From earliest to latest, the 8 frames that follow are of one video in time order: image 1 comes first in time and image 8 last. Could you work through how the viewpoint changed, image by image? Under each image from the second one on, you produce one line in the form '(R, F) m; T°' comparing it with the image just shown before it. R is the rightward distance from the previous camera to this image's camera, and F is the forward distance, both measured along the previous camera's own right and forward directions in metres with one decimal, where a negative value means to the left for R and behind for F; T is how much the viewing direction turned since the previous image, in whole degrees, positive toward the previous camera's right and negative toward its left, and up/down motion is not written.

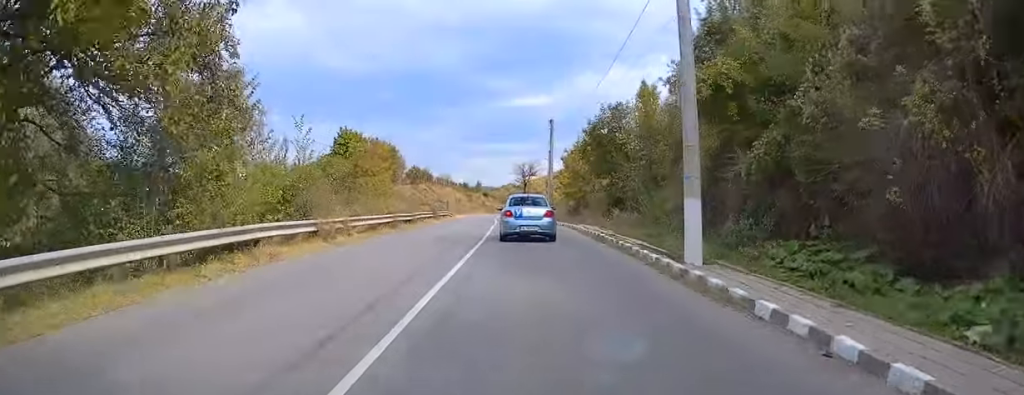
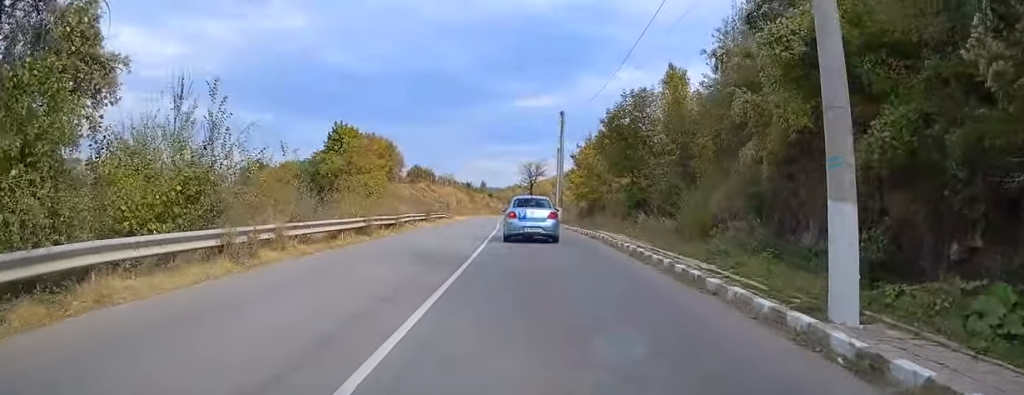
(-0.1, +6.2) m; -1°
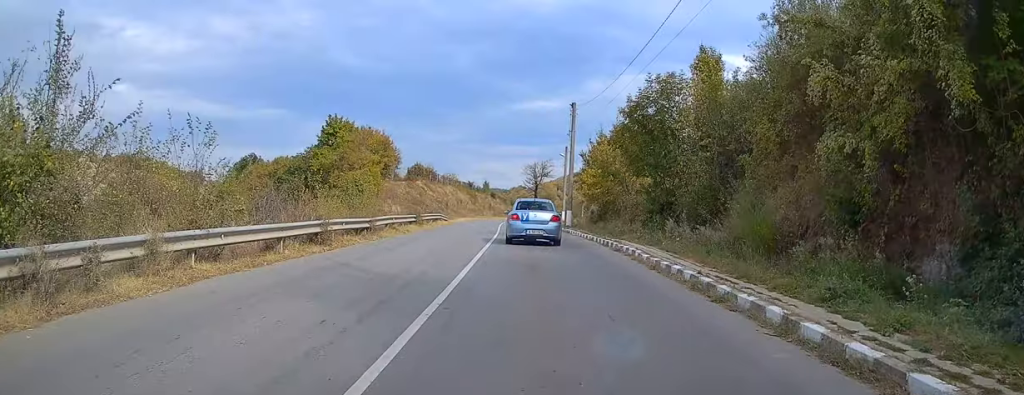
(-0.2, +5.5) m; -1°
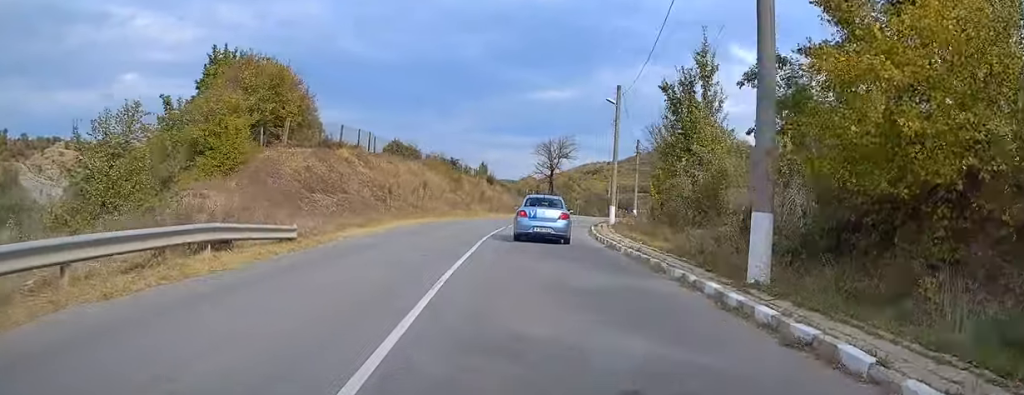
(+0.3, +35.3) m; +2°
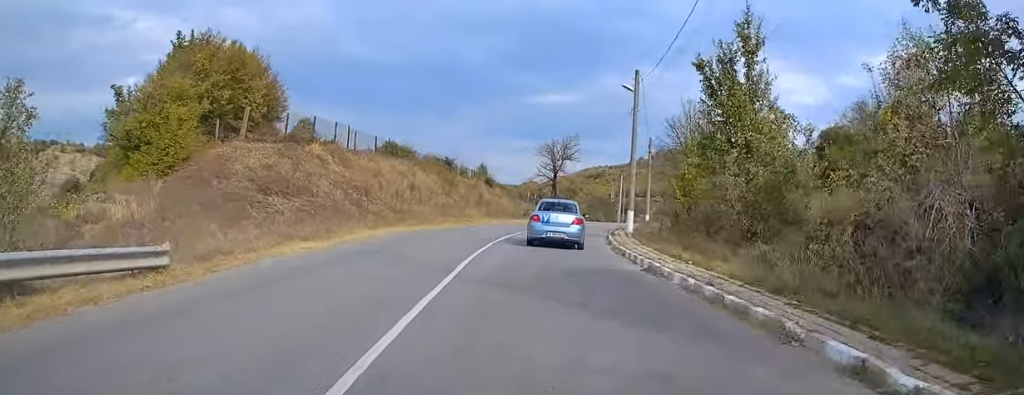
(0.0, +6.1) m; 0°
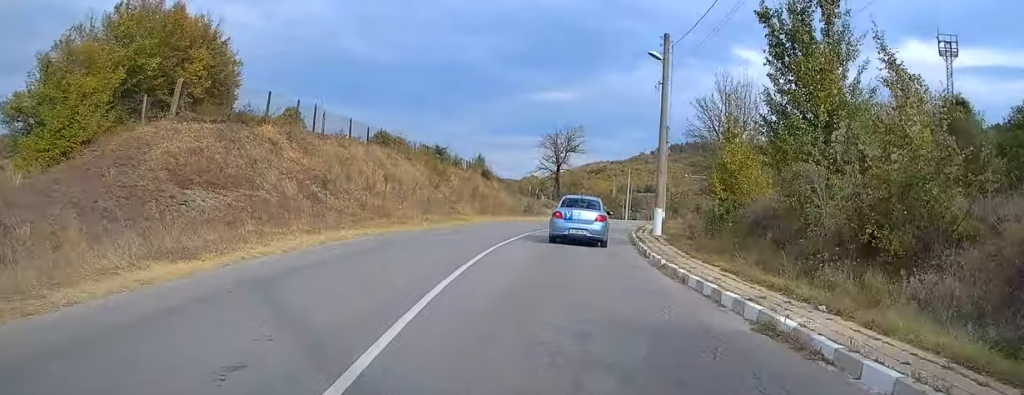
(-0.2, +6.9) m; -1°
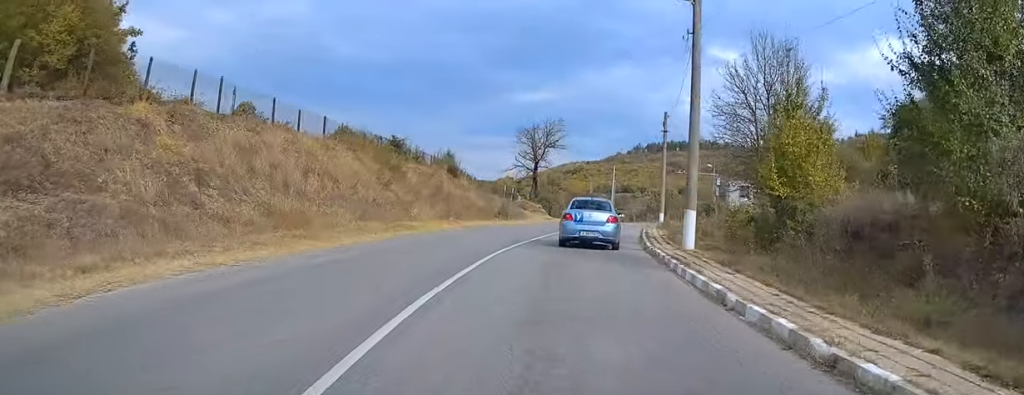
(-0.1, +8.6) m; +2°
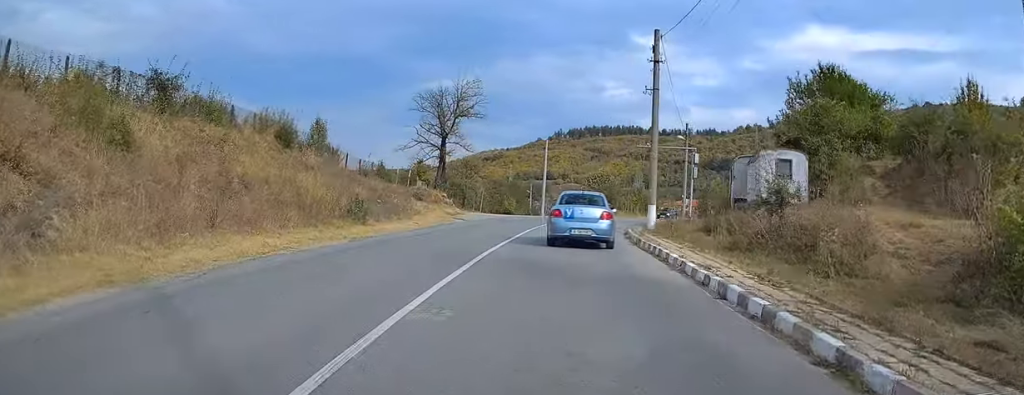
(+1.4, +21.5) m; +7°
